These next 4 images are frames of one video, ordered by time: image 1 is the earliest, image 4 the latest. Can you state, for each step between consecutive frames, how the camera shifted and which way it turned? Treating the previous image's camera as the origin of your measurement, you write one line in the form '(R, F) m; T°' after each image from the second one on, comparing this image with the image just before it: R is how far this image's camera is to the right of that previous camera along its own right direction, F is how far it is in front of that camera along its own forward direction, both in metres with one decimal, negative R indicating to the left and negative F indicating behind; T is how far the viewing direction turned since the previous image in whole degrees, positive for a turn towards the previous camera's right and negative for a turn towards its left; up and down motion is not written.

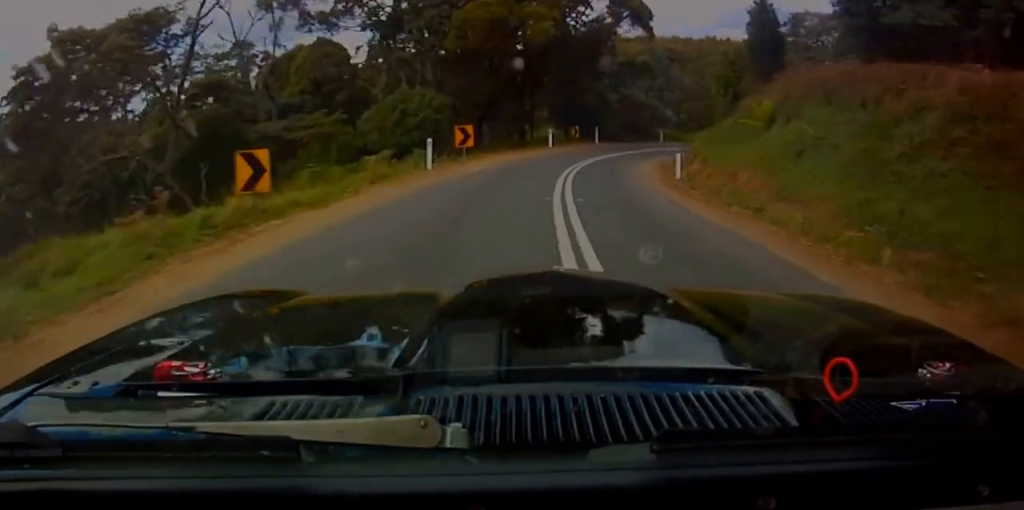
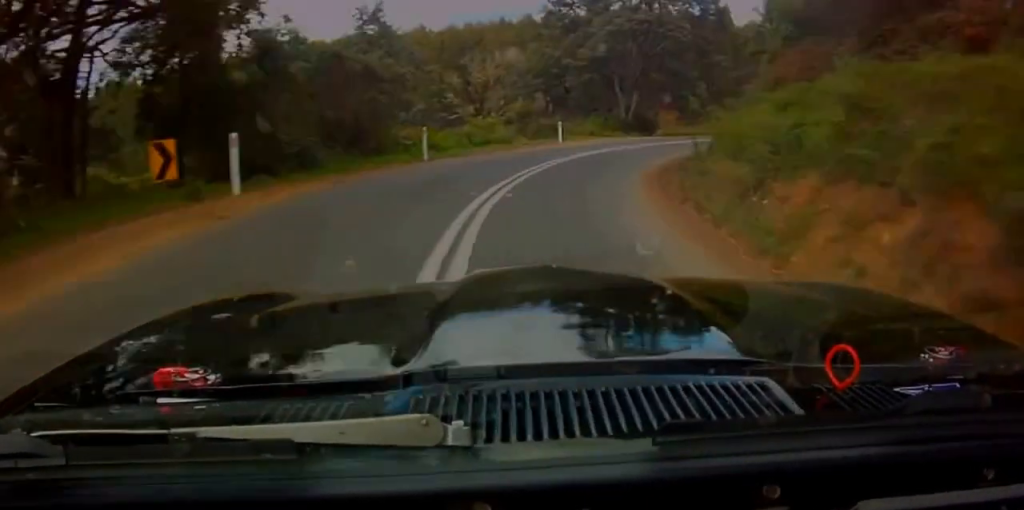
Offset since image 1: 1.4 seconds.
(+0.4, +33.6) m; +13°
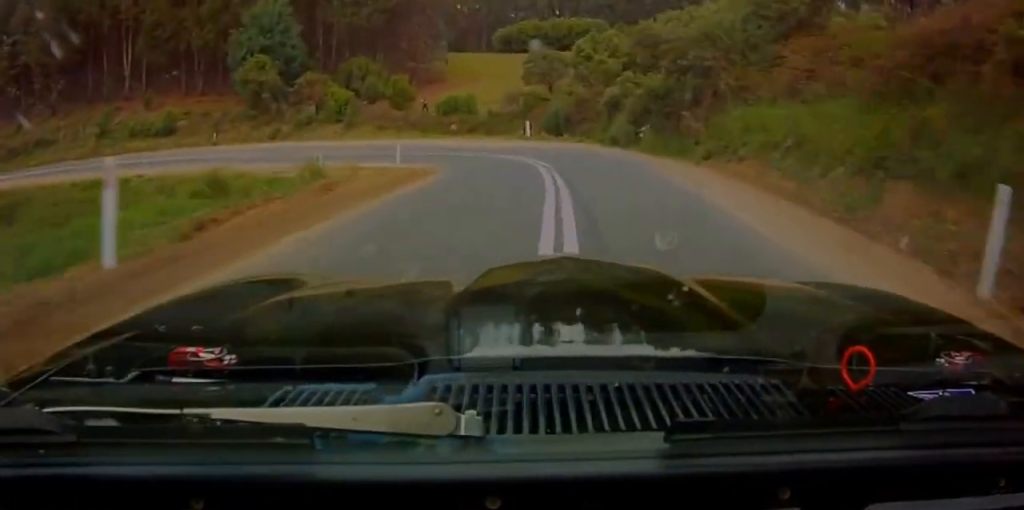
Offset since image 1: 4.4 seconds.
(+35.9, +57.4) m; +48°
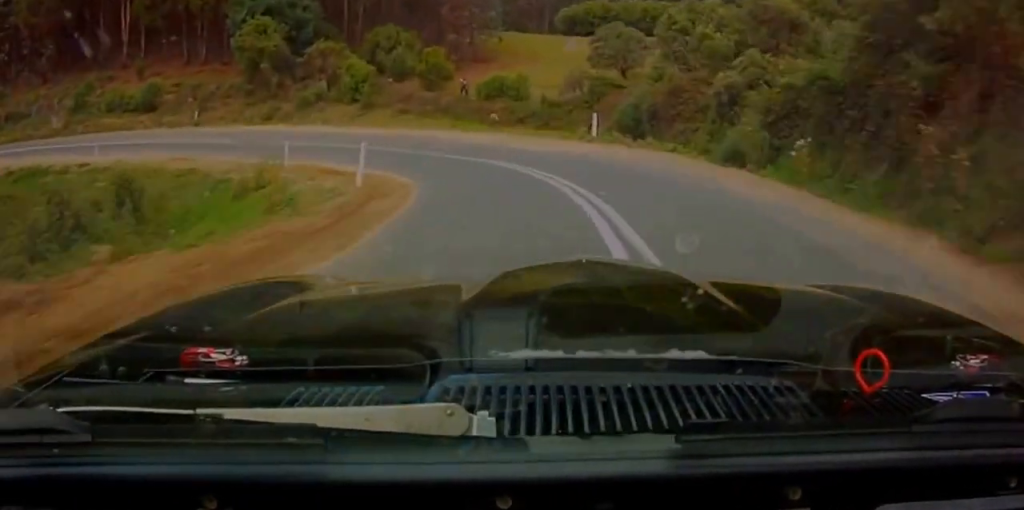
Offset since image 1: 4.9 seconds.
(+0.6, +11.7) m; +1°
